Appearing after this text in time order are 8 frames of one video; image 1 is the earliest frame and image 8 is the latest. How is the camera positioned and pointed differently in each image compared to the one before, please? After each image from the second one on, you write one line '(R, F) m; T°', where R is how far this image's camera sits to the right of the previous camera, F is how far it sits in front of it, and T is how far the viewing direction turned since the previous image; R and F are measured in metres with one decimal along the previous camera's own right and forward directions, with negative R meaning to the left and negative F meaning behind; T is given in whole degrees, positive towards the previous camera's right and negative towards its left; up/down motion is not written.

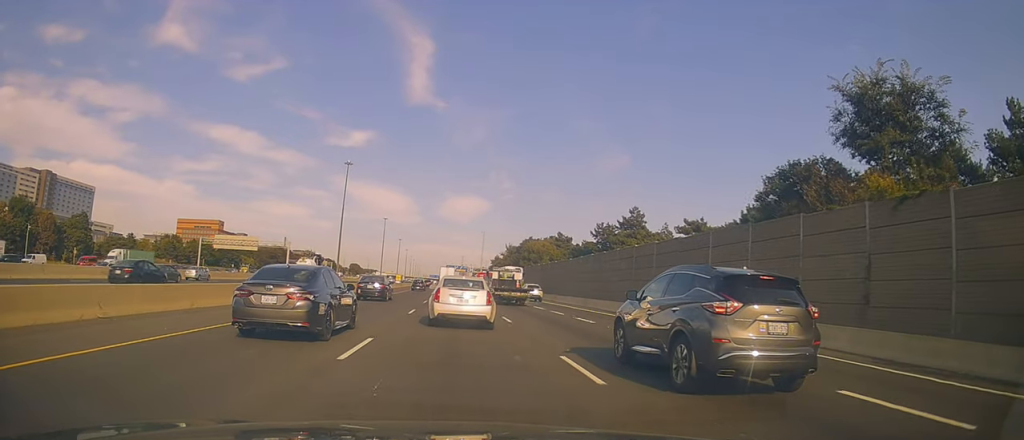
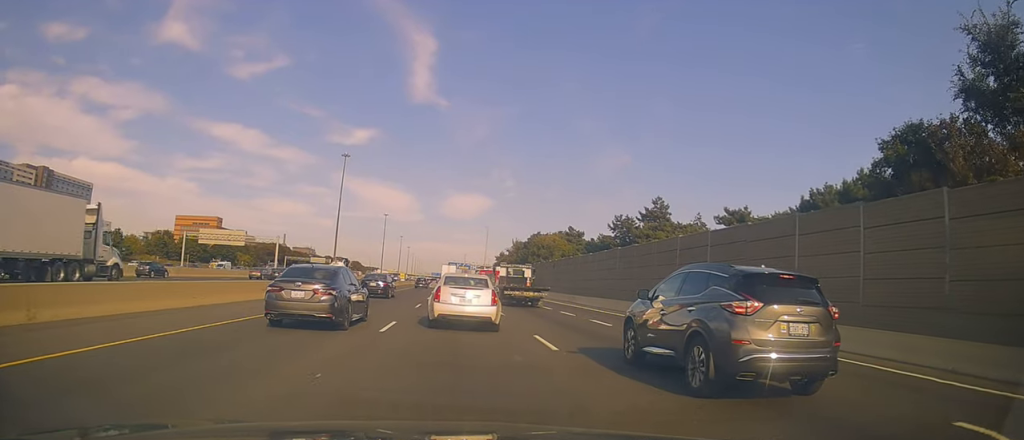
(-0.2, +8.4) m; +2°
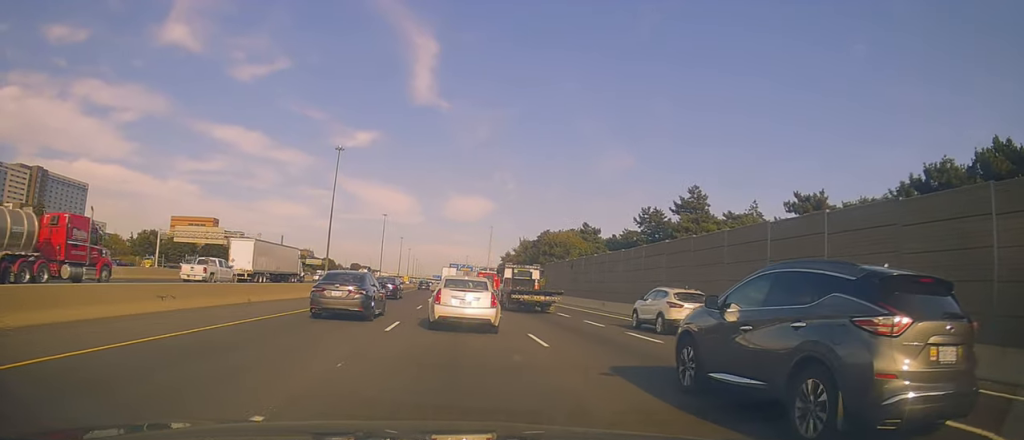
(+0.2, +12.3) m; -4°
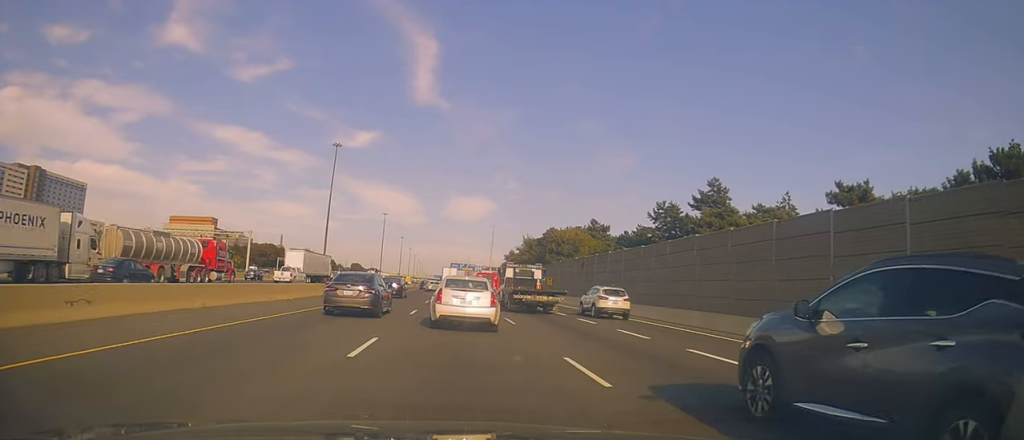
(-0.2, +5.0) m; 0°
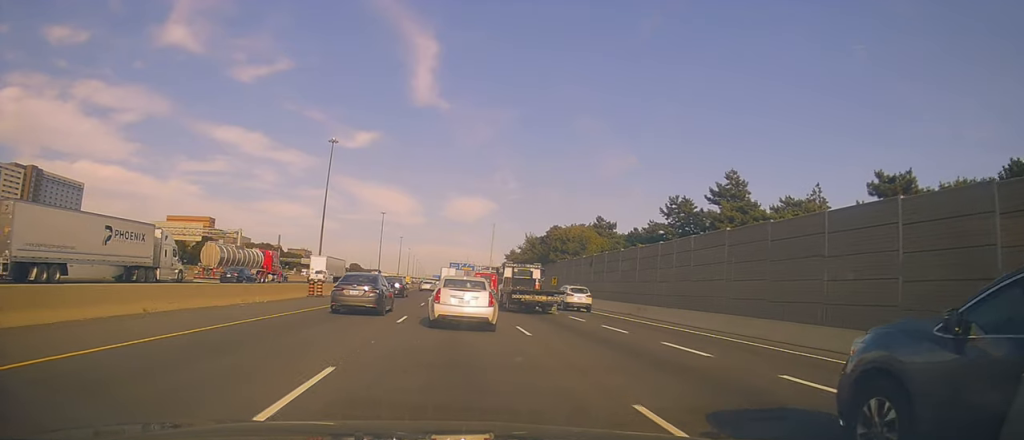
(0.0, +4.0) m; +3°
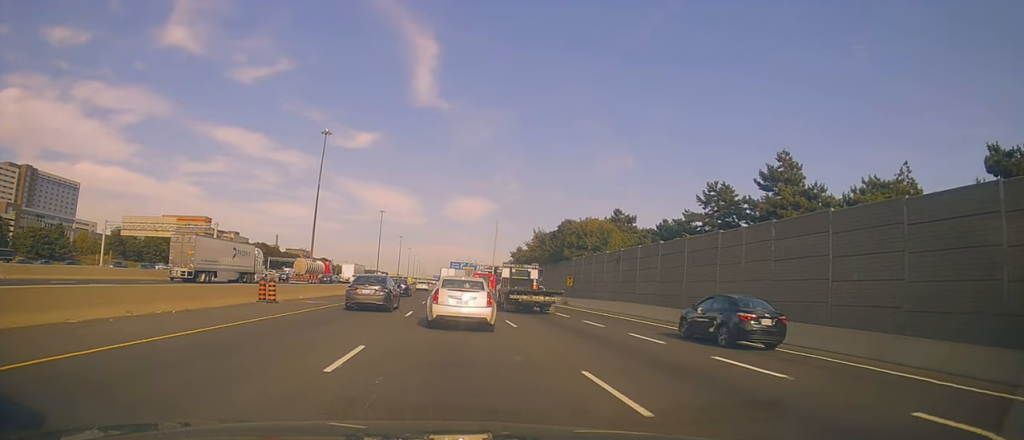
(+0.3, +8.5) m; 0°
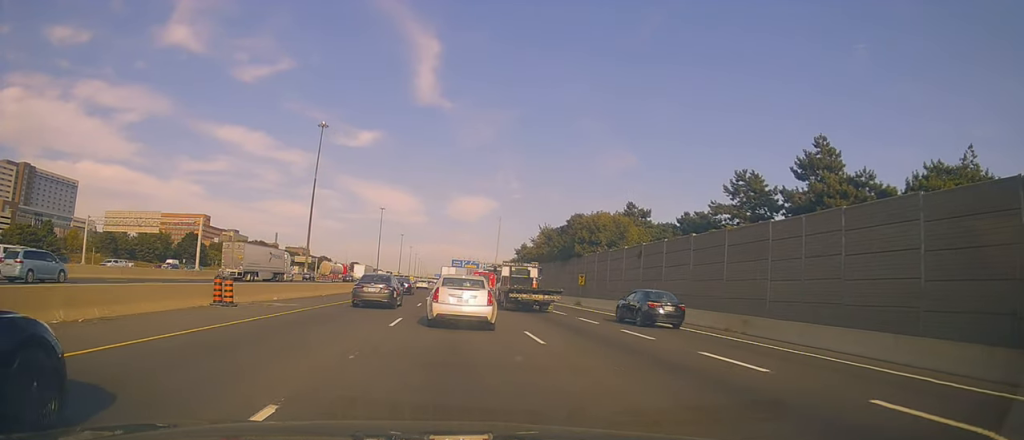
(-0.1, +4.9) m; -1°
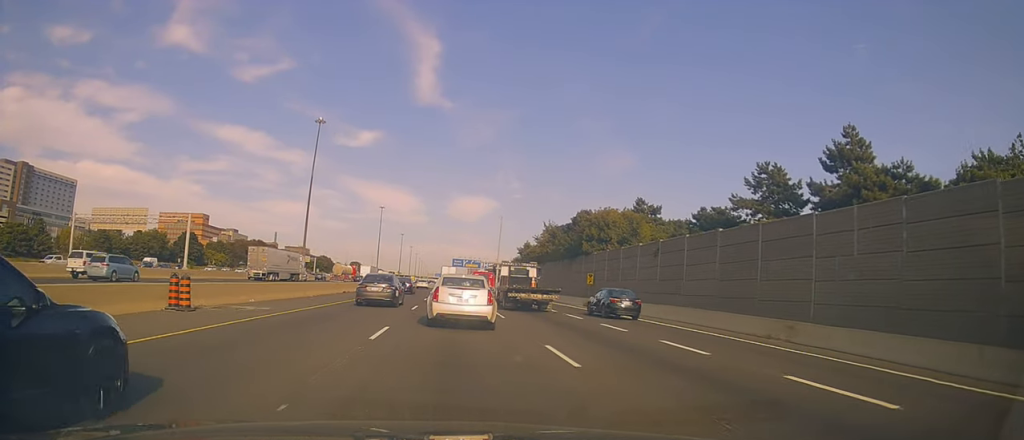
(+0.1, +3.5) m; 0°
